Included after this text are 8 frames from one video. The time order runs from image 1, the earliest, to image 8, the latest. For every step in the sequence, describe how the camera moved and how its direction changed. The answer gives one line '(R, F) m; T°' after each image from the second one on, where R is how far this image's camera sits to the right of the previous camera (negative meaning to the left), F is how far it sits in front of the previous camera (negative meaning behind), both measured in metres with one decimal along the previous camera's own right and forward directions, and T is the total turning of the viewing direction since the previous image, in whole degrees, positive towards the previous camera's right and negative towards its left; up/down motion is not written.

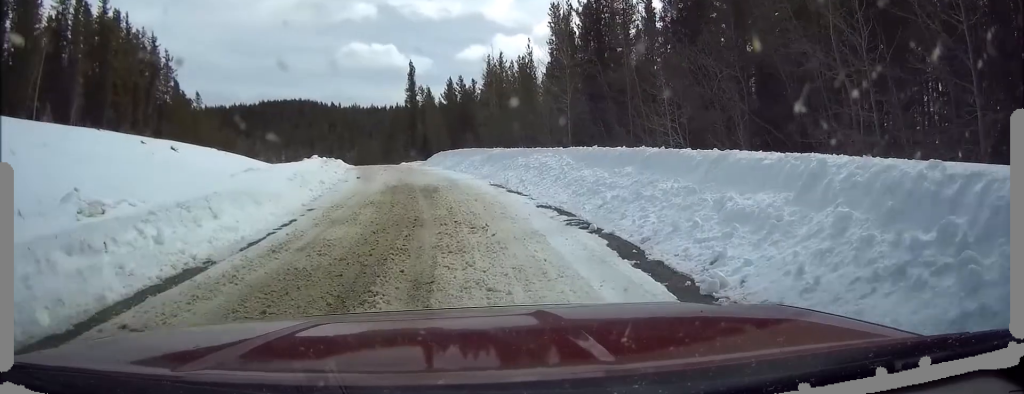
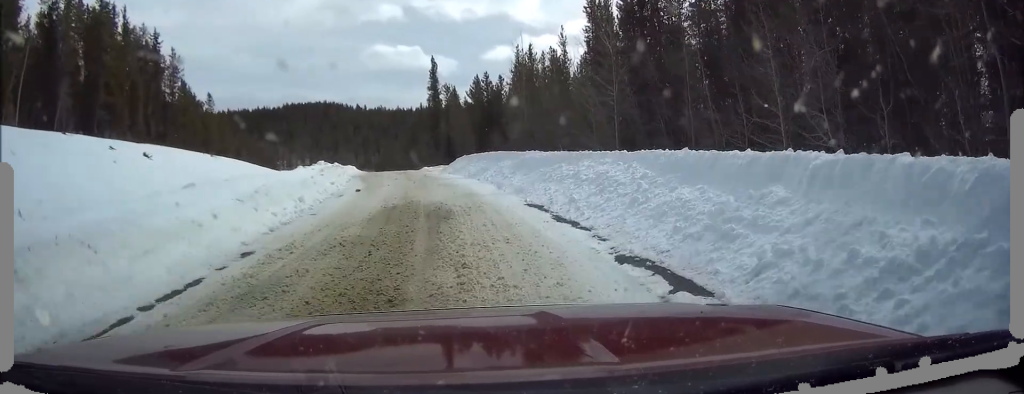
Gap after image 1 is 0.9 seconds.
(-0.3, +5.0) m; -1°
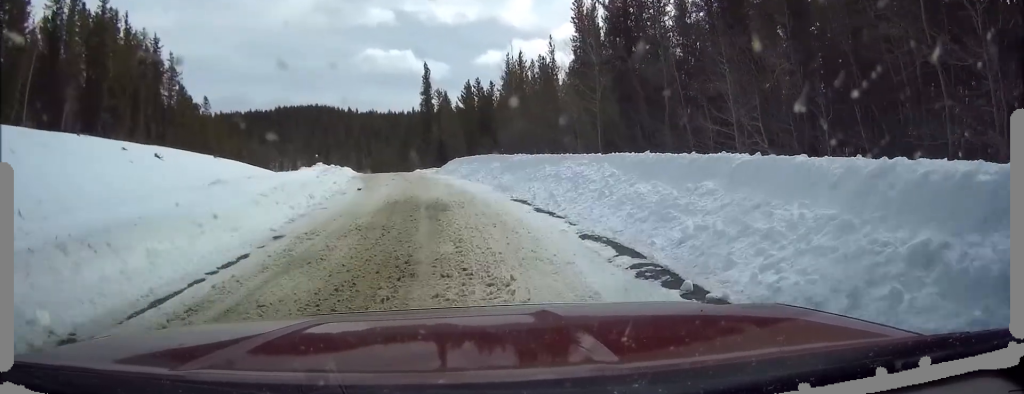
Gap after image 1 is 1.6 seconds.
(+0.2, +3.9) m; +2°
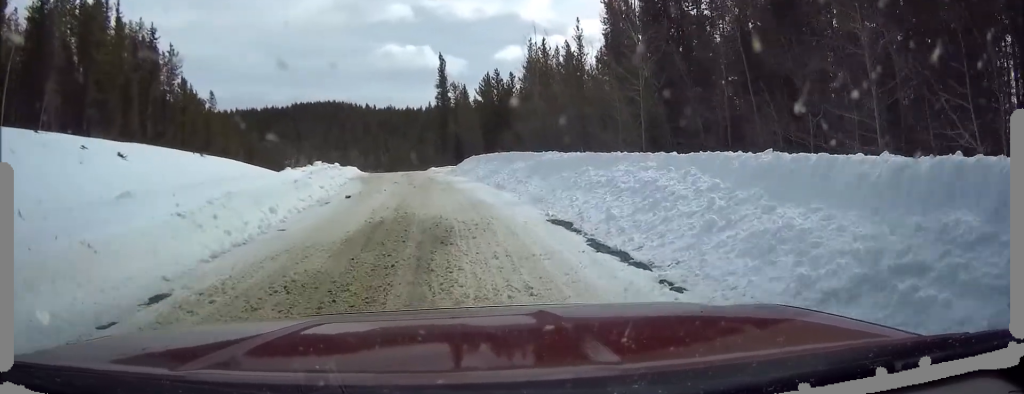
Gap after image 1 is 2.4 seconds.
(+0.1, +4.0) m; 0°
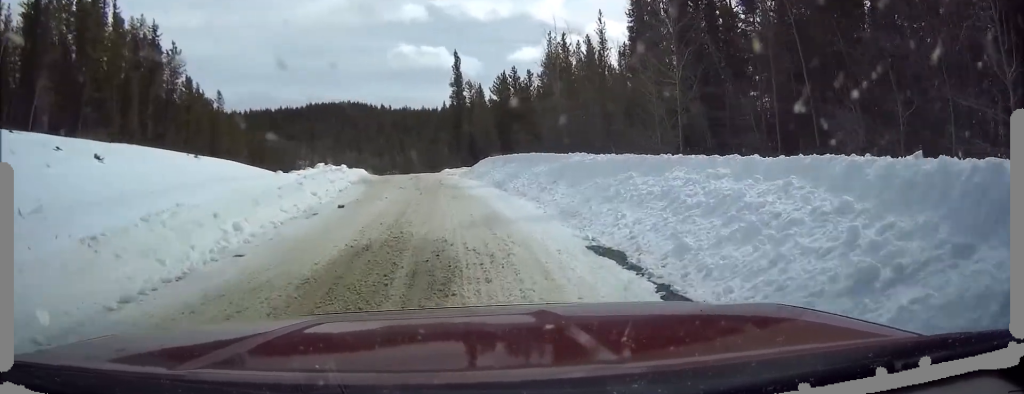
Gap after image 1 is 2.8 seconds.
(0.0, +2.2) m; -1°
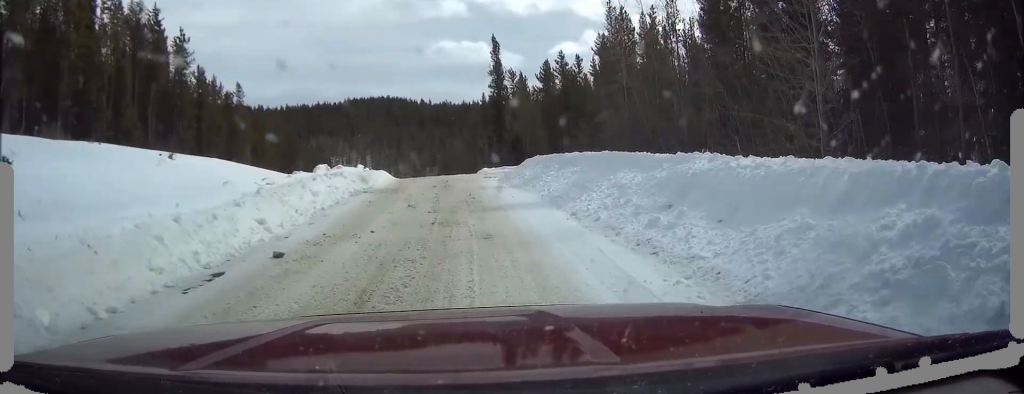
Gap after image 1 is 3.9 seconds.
(-0.2, +6.4) m; -4°
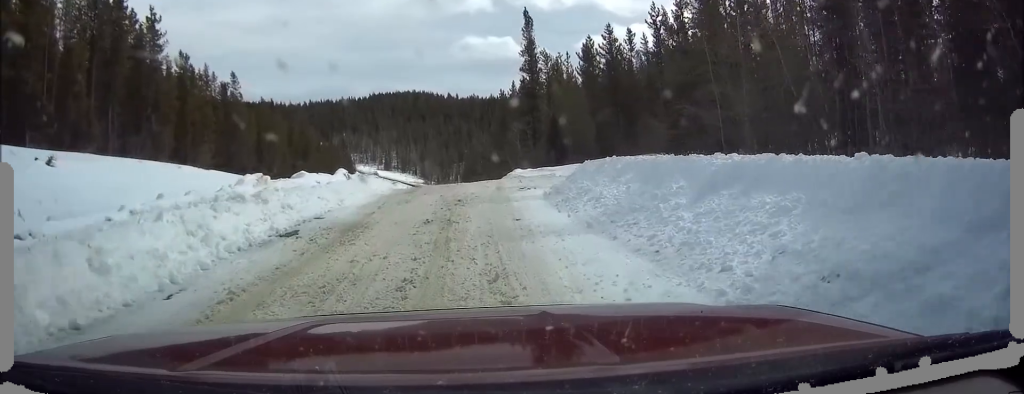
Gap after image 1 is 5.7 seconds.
(-0.7, +11.3) m; -6°
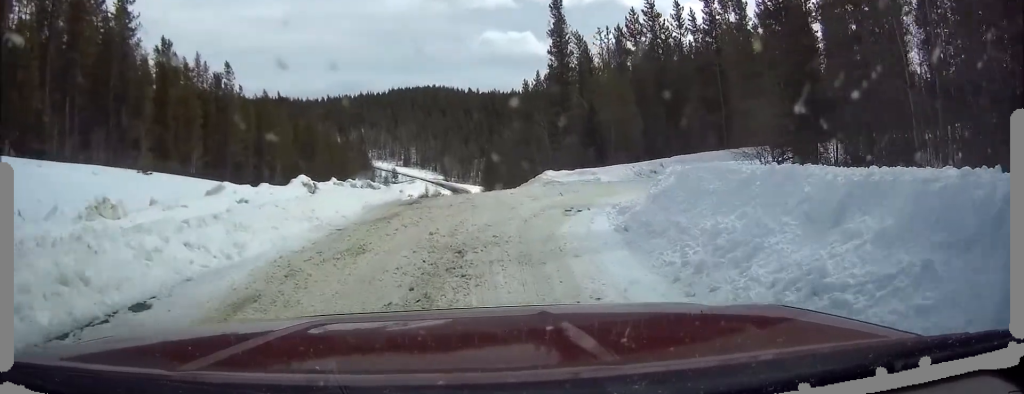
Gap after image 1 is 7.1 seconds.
(-0.1, +9.4) m; -1°
